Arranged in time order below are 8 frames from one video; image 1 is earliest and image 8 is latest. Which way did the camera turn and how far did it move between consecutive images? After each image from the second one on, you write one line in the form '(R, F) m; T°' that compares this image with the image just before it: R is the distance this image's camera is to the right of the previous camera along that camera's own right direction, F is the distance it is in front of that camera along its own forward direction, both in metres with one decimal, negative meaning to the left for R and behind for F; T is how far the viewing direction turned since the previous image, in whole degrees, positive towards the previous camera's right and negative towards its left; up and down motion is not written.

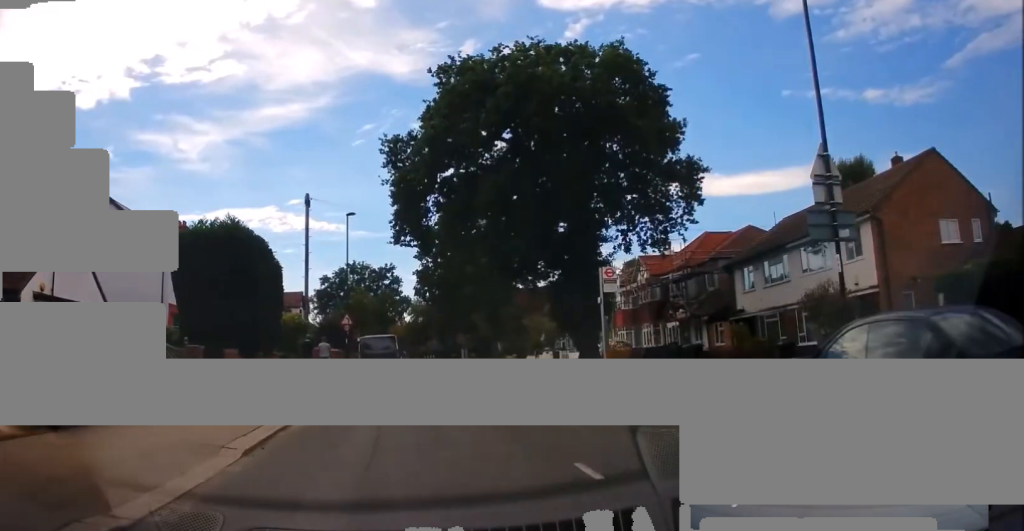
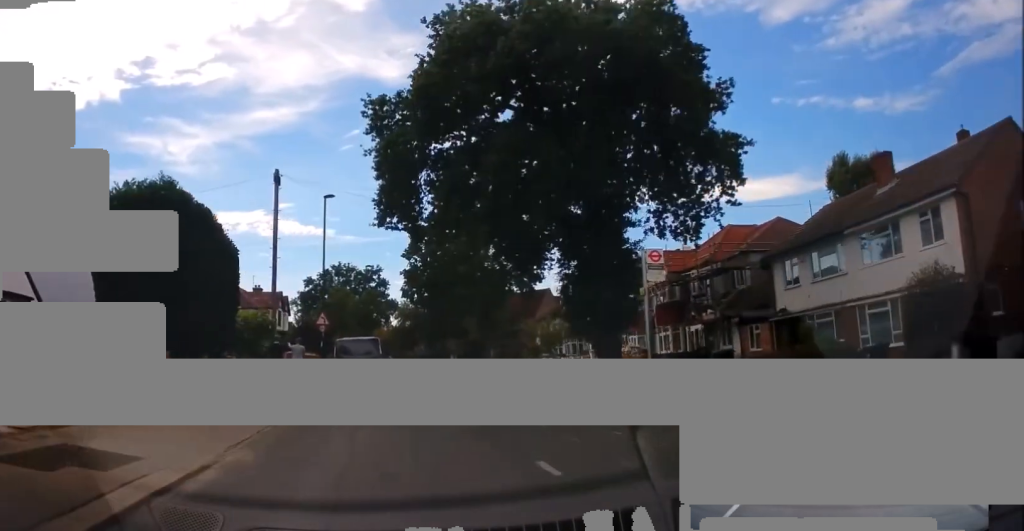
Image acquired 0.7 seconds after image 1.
(0.0, +4.9) m; +2°
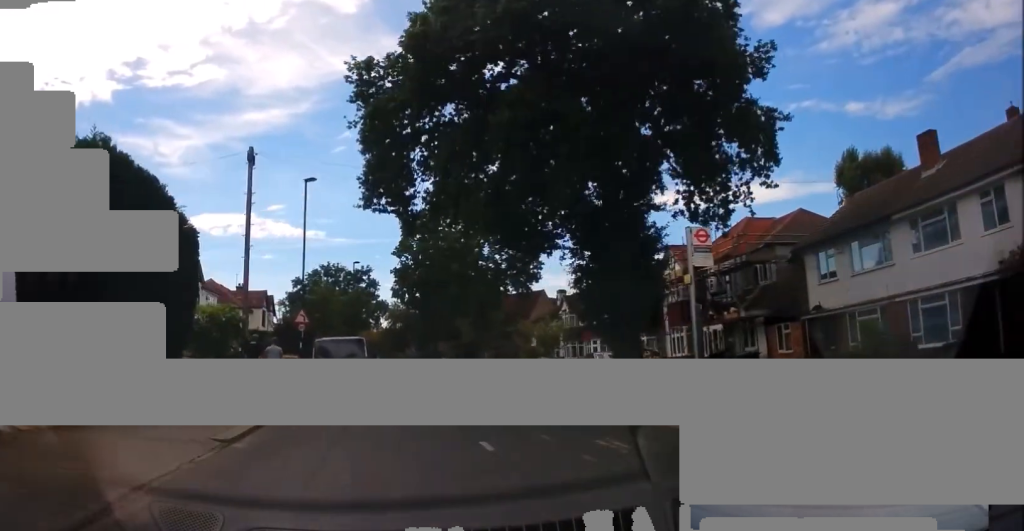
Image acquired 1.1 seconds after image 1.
(0.0, +3.1) m; +1°
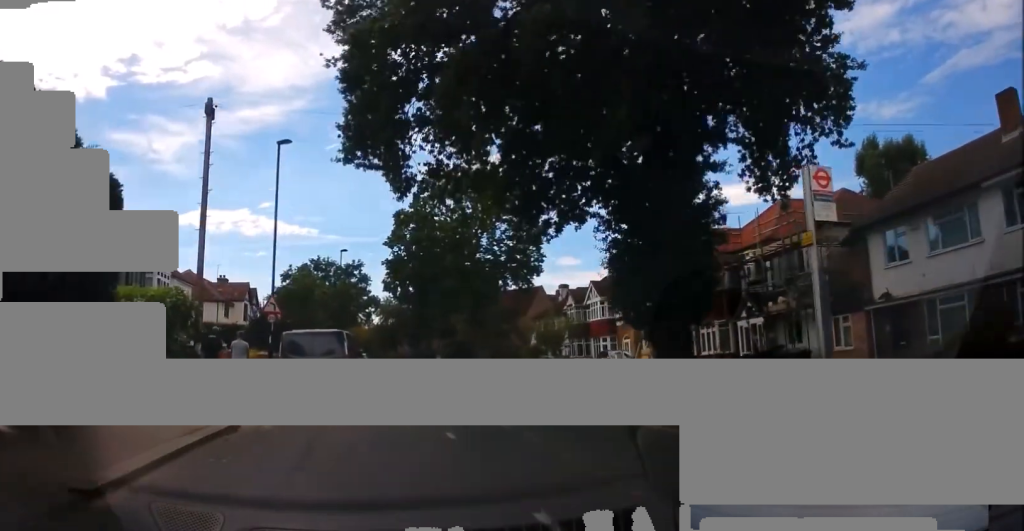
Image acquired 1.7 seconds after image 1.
(+0.2, +4.7) m; +1°
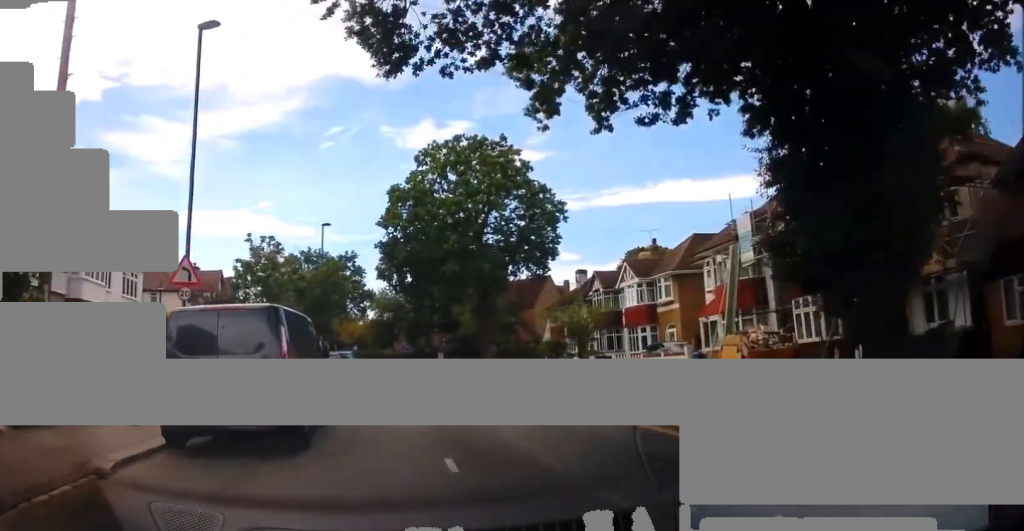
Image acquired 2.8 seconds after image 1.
(0.0, +8.6) m; +2°
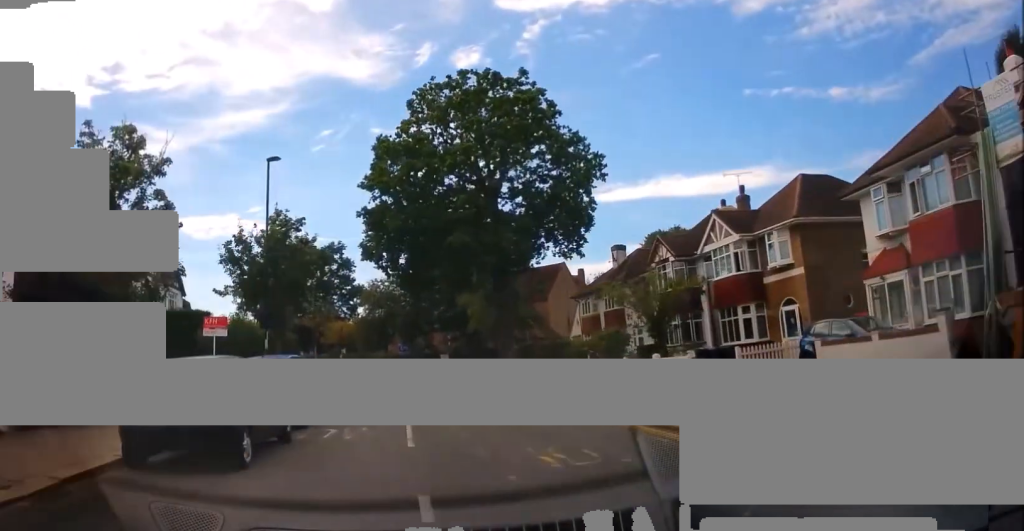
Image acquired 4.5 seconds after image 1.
(+0.1, +14.2) m; -1°
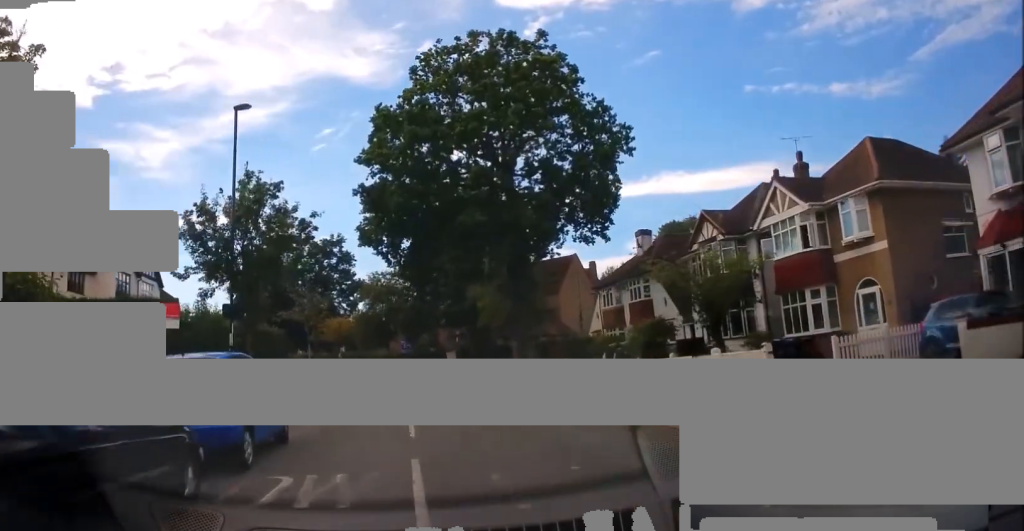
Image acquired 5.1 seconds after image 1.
(-0.1, +5.2) m; -1°
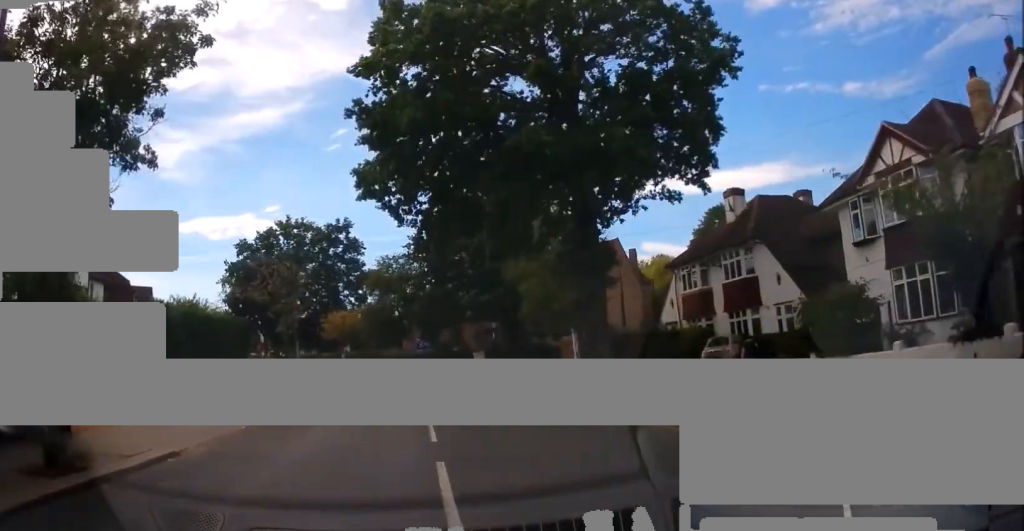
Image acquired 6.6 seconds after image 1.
(0.0, +12.4) m; 0°
